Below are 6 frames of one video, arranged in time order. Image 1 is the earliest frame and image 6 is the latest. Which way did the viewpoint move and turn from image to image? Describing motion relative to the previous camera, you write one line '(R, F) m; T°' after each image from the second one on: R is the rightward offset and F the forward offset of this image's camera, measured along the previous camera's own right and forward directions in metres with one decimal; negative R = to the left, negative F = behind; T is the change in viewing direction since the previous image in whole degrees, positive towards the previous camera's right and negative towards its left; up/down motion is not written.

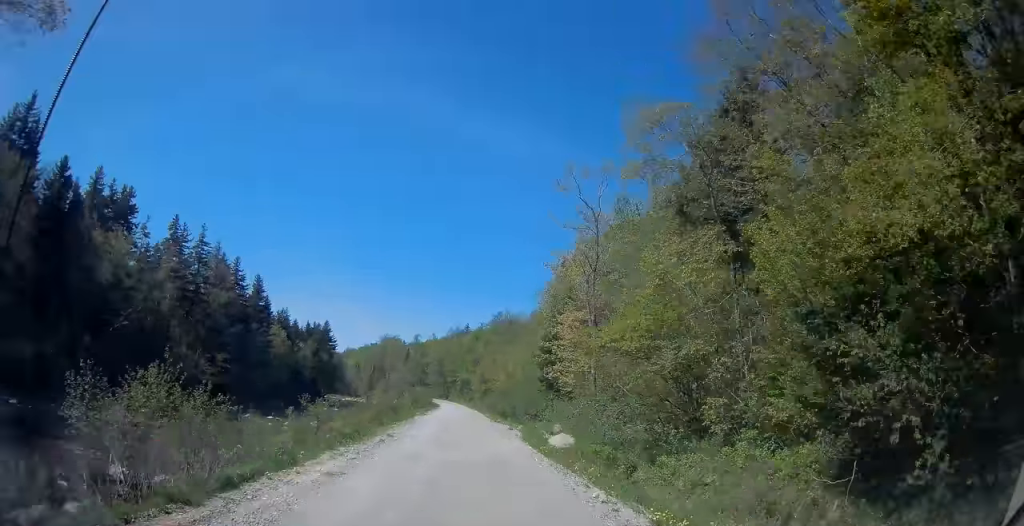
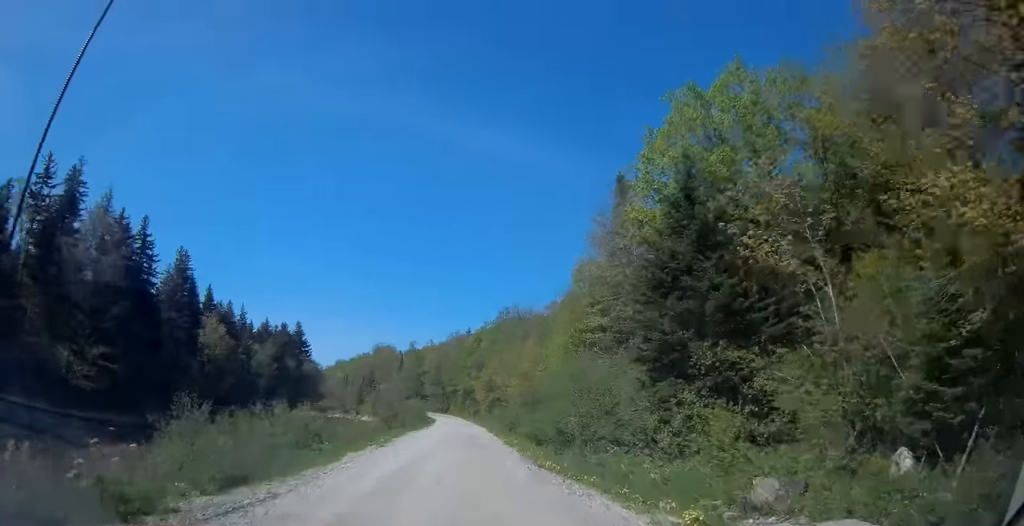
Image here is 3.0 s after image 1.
(+0.2, +31.1) m; -4°
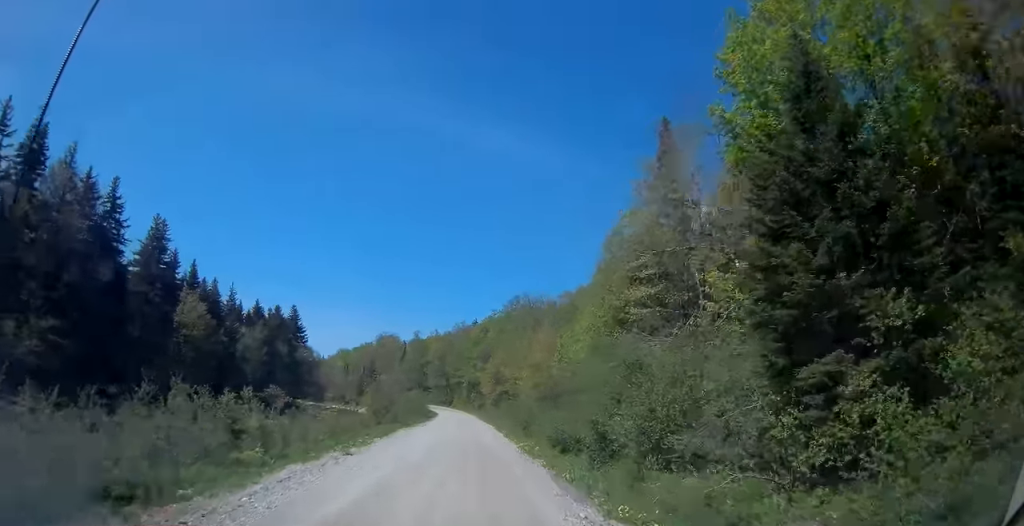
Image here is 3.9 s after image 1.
(0.0, +9.3) m; +1°
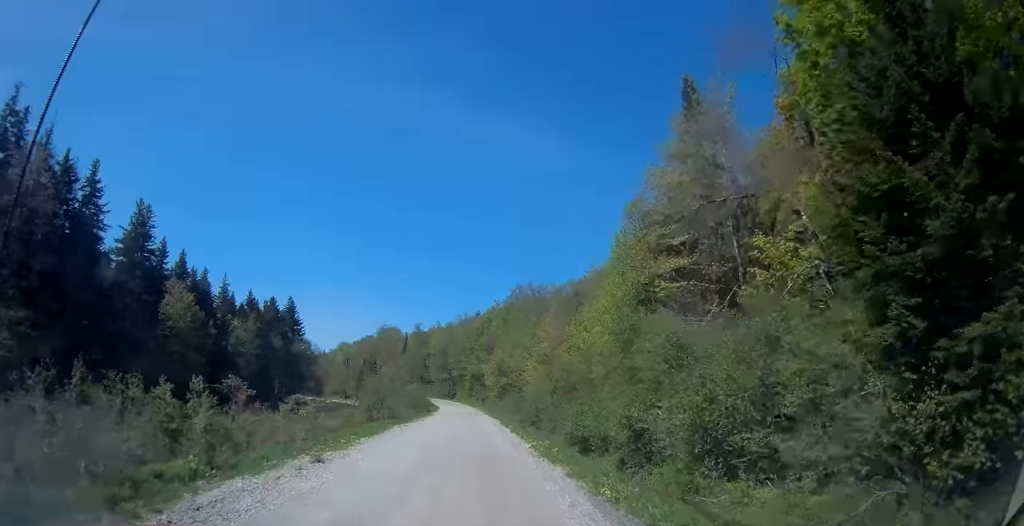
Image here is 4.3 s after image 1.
(+0.1, +4.7) m; 0°
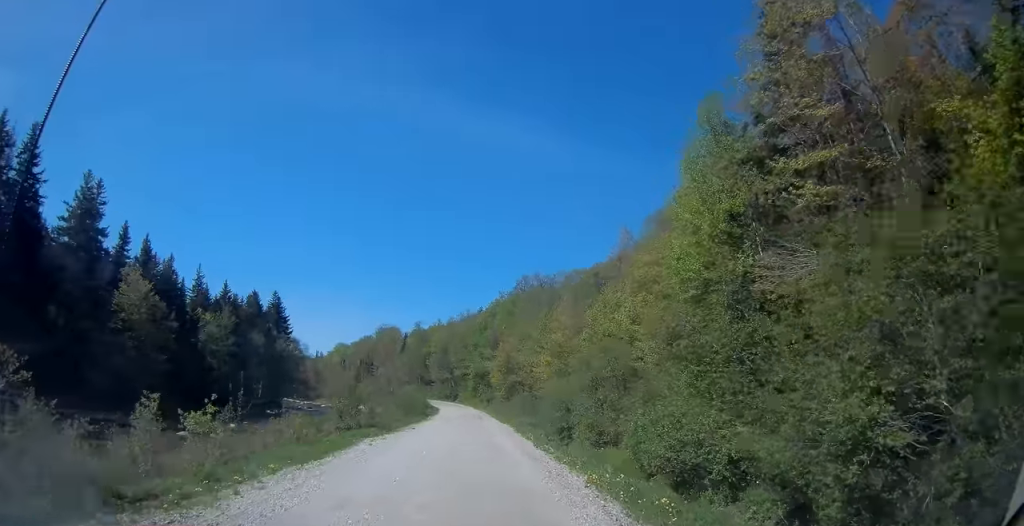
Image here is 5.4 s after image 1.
(+0.1, +12.0) m; 0°
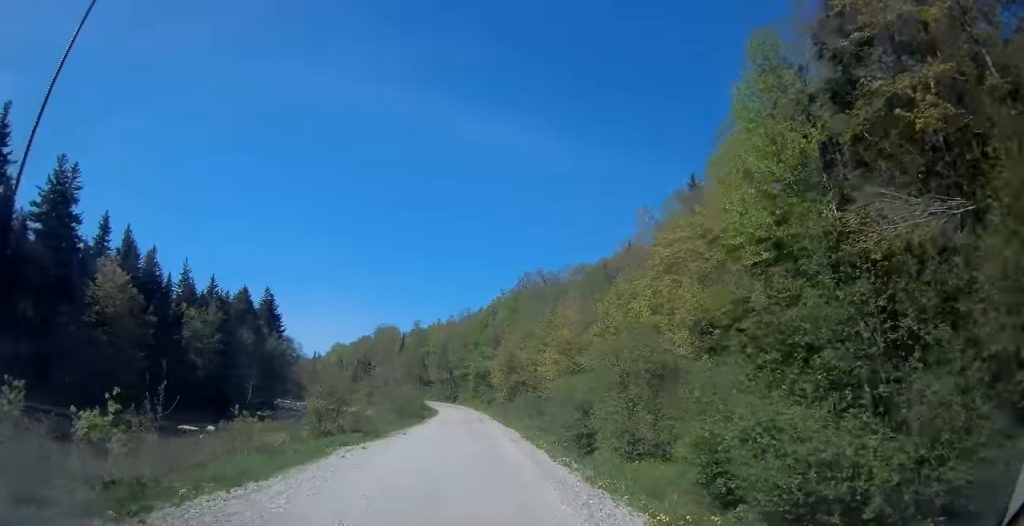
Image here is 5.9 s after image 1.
(-0.1, +5.1) m; 0°
